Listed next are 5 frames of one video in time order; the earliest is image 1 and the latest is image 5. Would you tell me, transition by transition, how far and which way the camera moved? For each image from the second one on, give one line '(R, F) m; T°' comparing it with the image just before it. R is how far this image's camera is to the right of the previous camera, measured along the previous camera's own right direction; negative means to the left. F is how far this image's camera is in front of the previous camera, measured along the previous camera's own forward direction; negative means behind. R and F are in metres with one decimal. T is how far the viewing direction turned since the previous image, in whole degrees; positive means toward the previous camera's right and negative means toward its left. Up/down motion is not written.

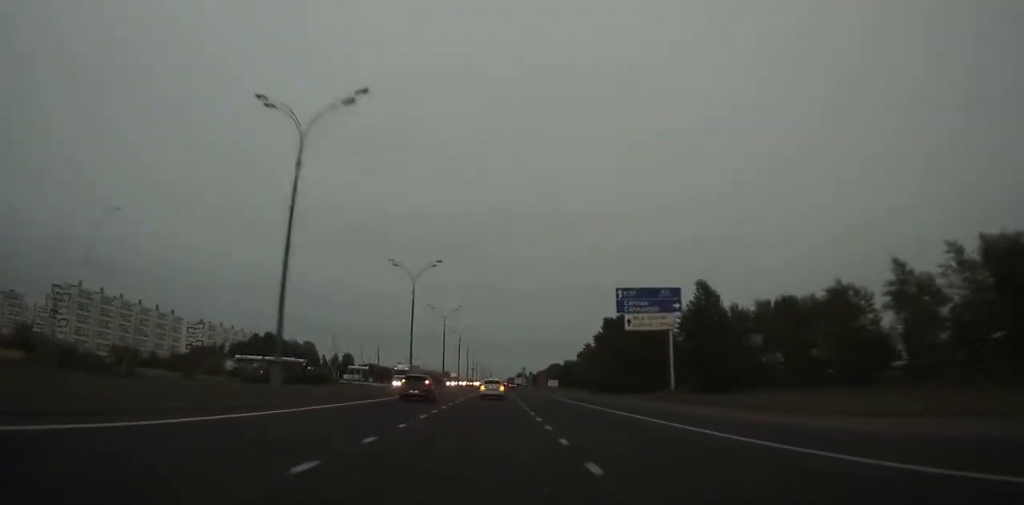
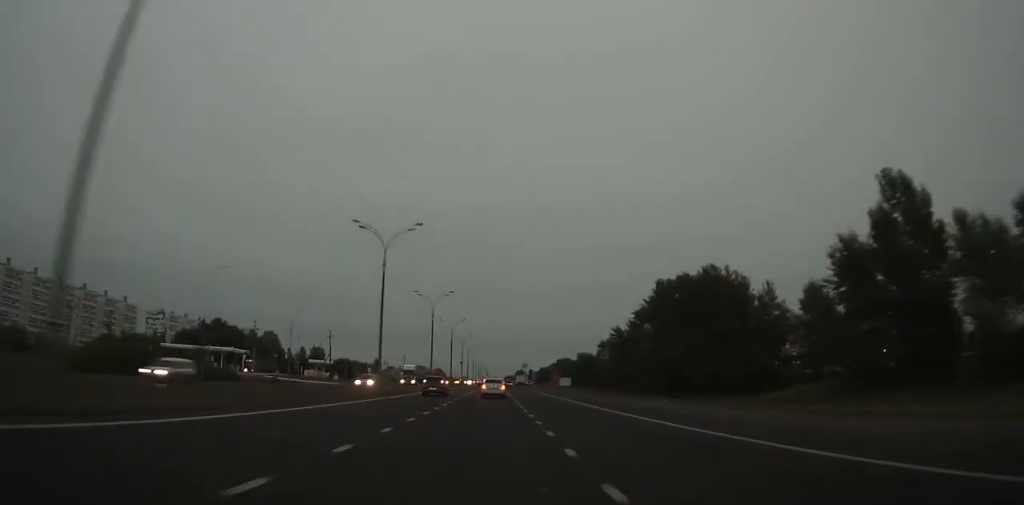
(+0.1, +48.0) m; 0°
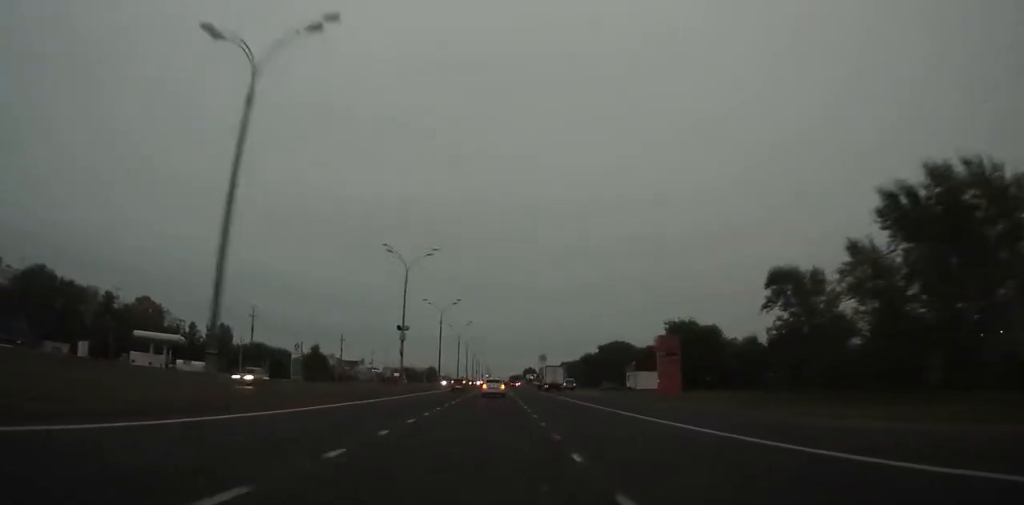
(-0.1, +95.8) m; 0°
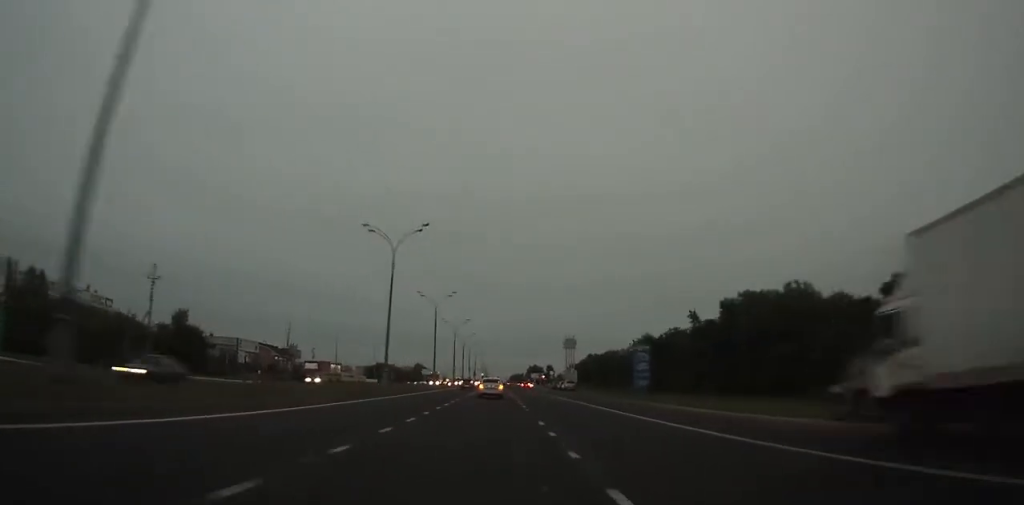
(-0.1, +74.4) m; 0°
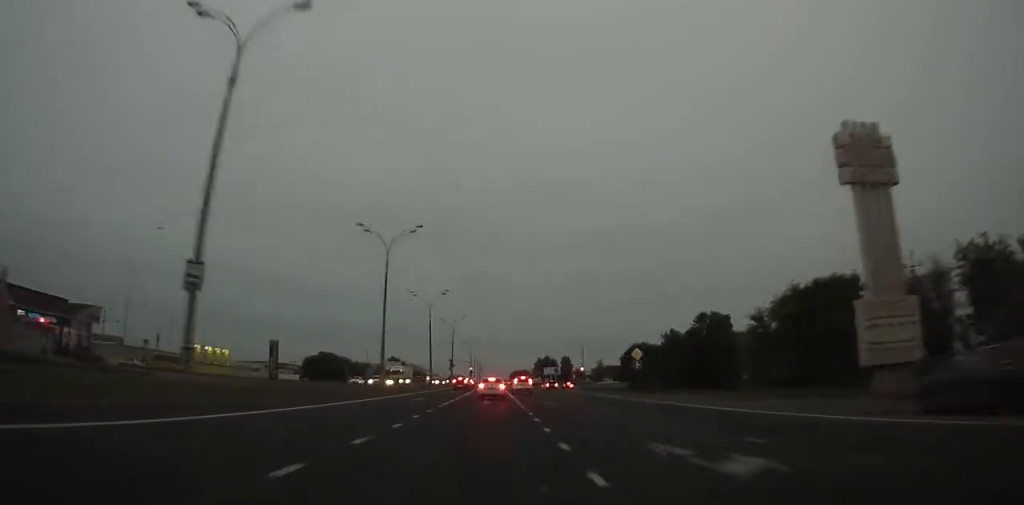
(+0.1, +99.1) m; 0°
